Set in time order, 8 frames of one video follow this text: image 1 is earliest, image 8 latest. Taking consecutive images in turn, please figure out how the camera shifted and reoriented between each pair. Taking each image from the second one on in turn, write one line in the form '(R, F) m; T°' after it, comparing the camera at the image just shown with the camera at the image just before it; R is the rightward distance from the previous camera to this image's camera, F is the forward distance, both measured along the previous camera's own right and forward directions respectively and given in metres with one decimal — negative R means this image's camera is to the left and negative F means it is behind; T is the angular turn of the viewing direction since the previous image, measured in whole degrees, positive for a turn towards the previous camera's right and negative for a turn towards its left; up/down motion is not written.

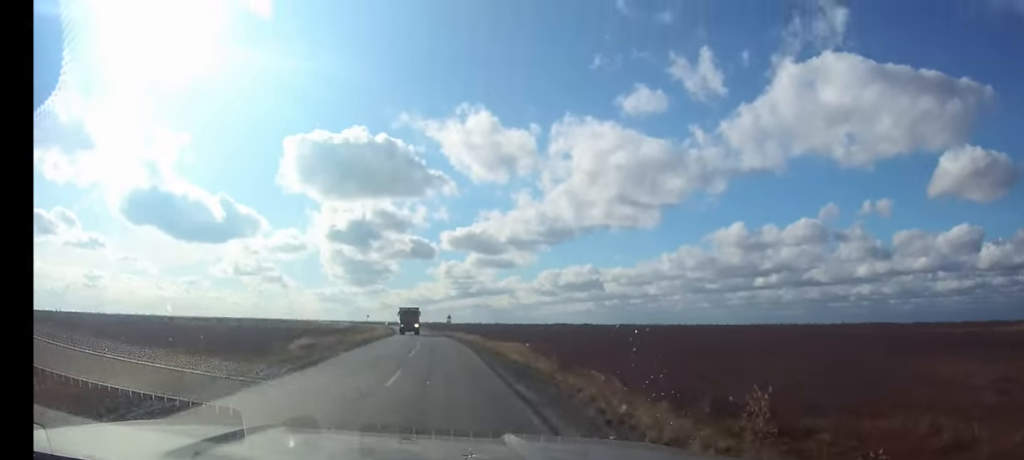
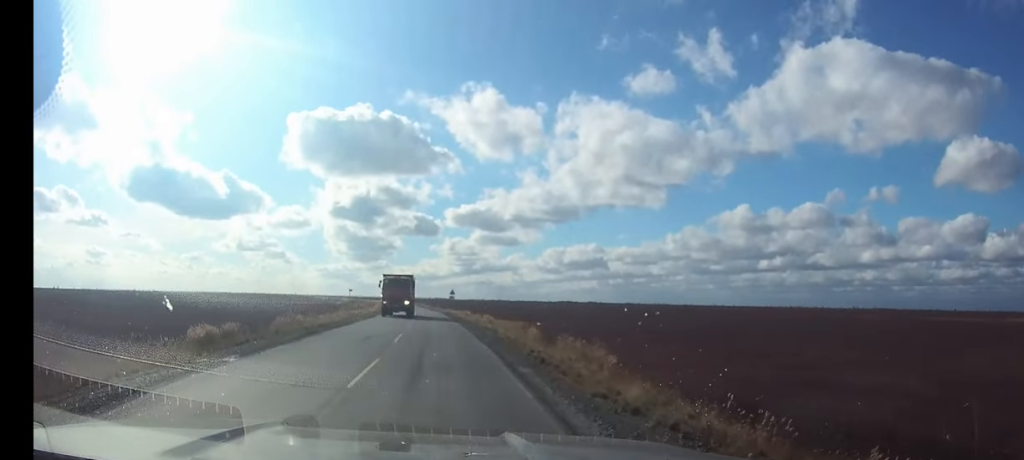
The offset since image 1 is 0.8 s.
(0.0, +15.8) m; -1°
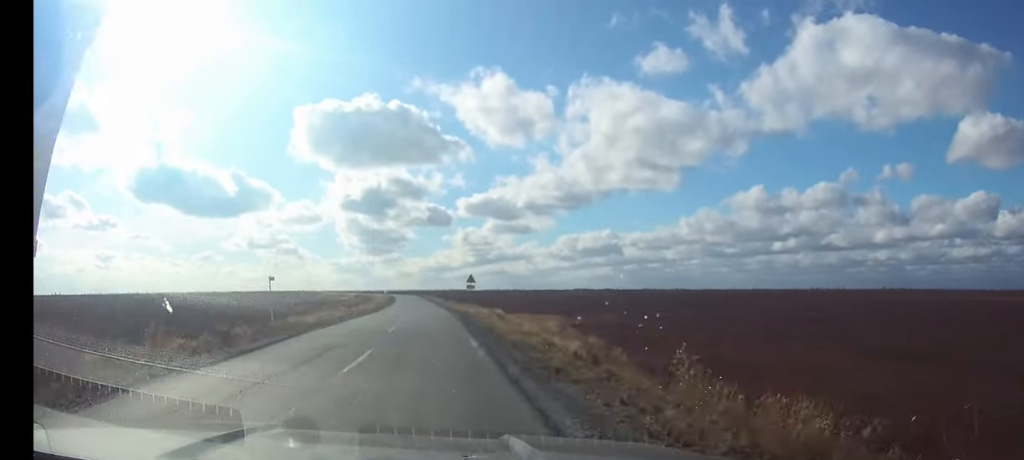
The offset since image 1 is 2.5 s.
(-0.5, +30.3) m; -2°
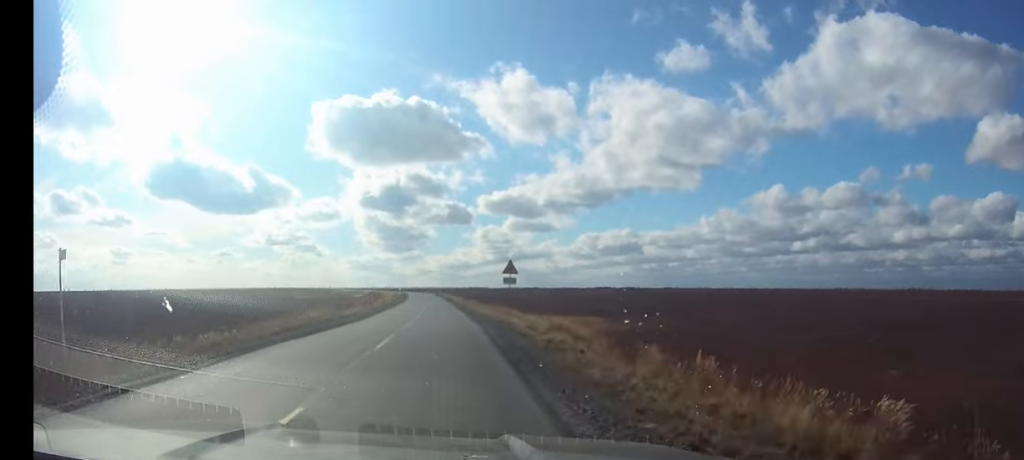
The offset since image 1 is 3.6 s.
(-0.2, +19.1) m; -1°
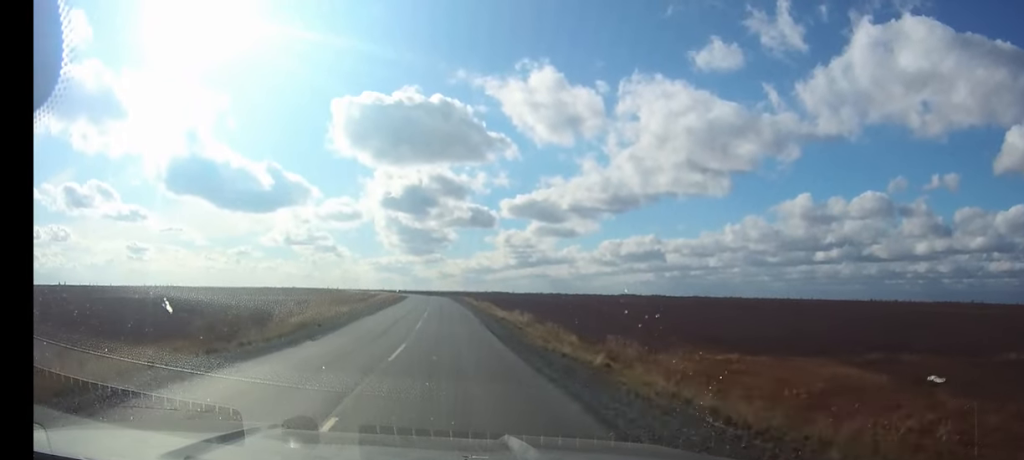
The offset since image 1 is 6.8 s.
(-1.1, +63.5) m; -2°
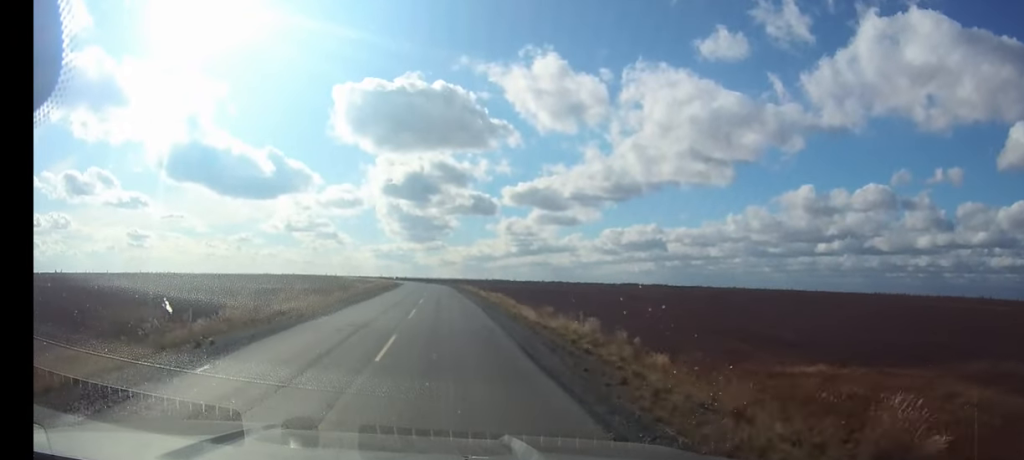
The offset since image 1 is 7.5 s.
(0.0, +13.0) m; 0°
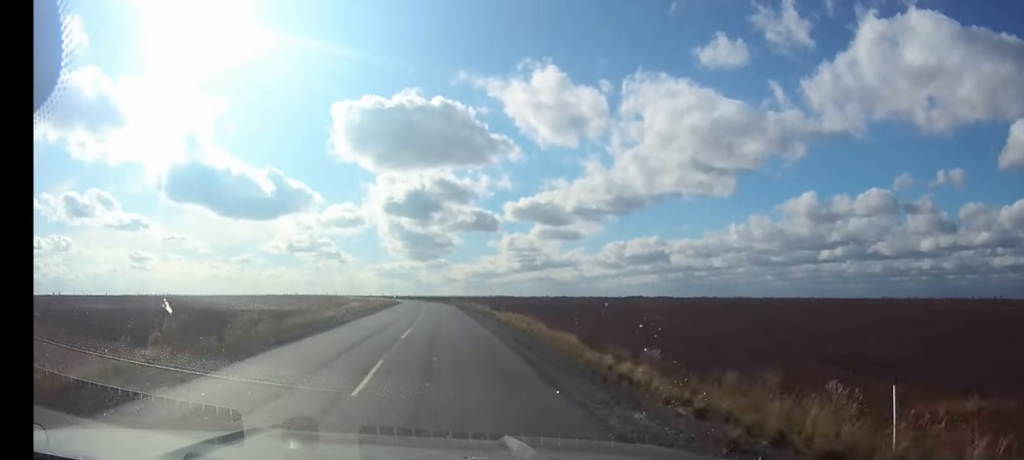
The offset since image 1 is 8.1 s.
(0.0, +13.7) m; 0°
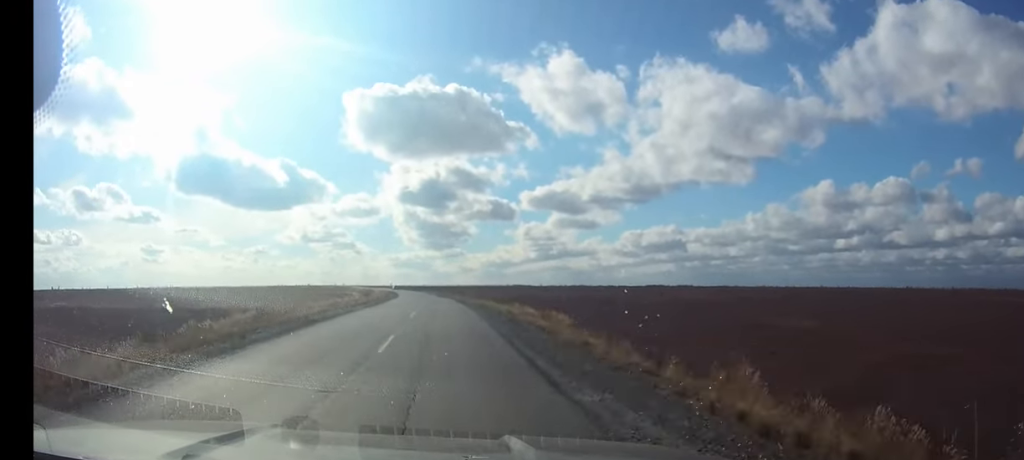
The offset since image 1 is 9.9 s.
(-0.3, +36.7) m; -1°
